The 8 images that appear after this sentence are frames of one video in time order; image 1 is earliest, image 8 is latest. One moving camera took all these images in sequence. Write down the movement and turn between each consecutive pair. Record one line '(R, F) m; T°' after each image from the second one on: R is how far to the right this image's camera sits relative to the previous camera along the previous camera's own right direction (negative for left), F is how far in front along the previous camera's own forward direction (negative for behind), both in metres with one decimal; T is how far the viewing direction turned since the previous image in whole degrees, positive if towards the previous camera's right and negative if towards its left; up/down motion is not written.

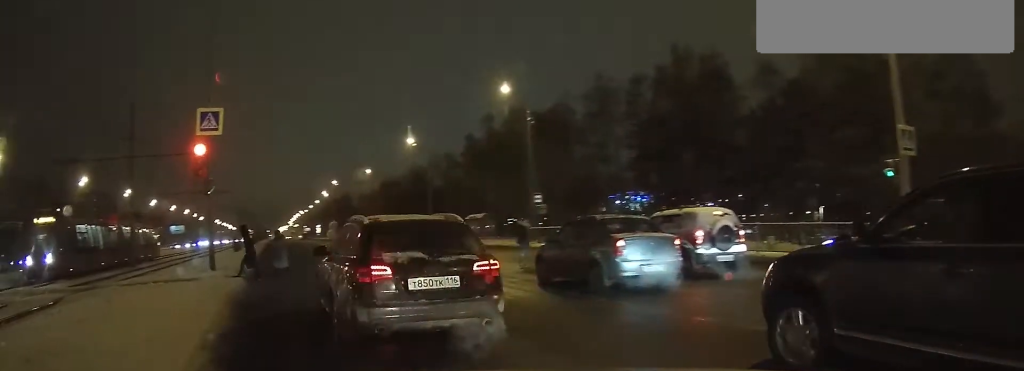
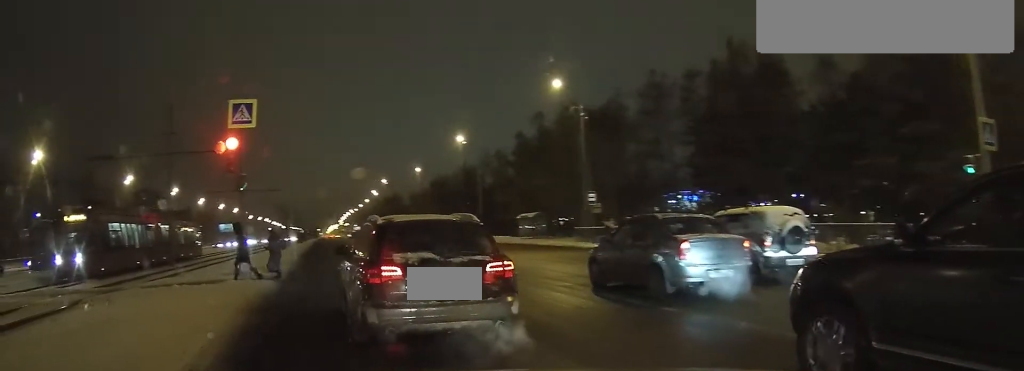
(-0.1, +1.6) m; -8°
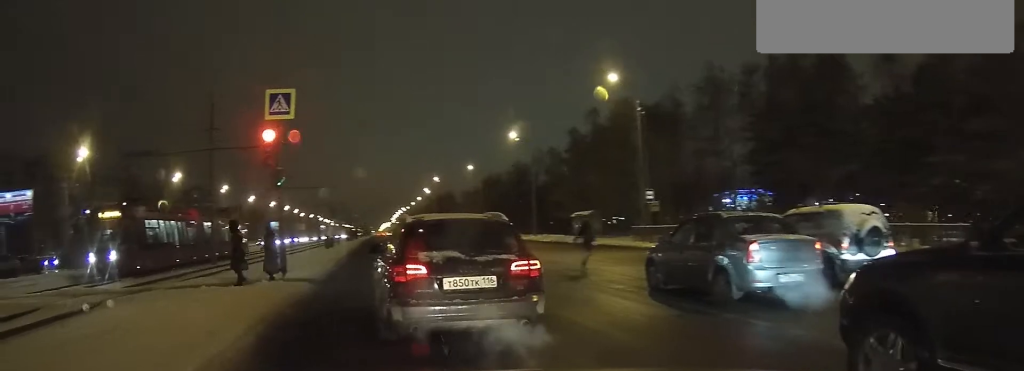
(-0.1, +1.4) m; -3°
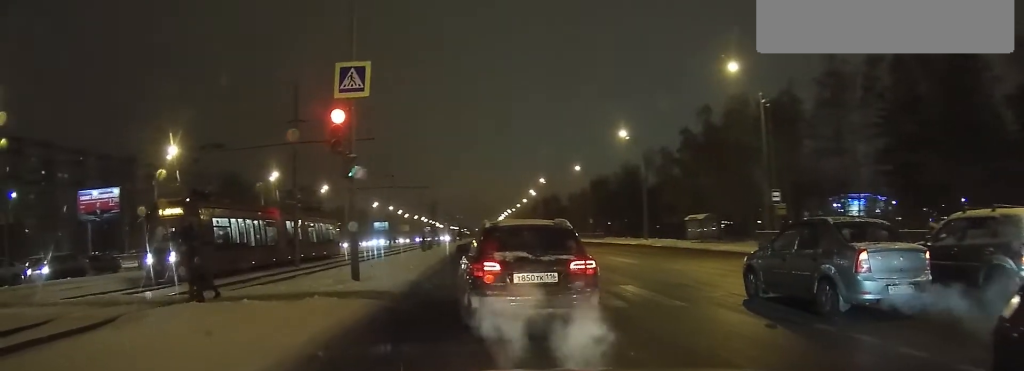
(+0.1, +3.2) m; -1°
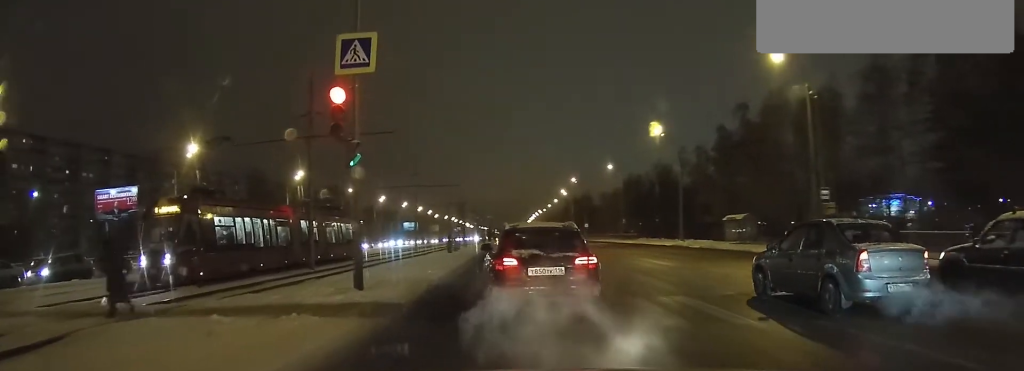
(-0.1, +1.6) m; -6°
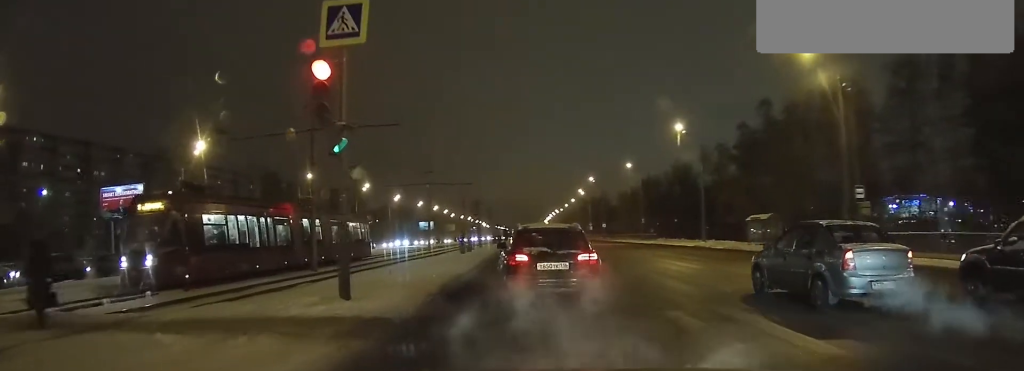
(-0.1, +1.2) m; -6°
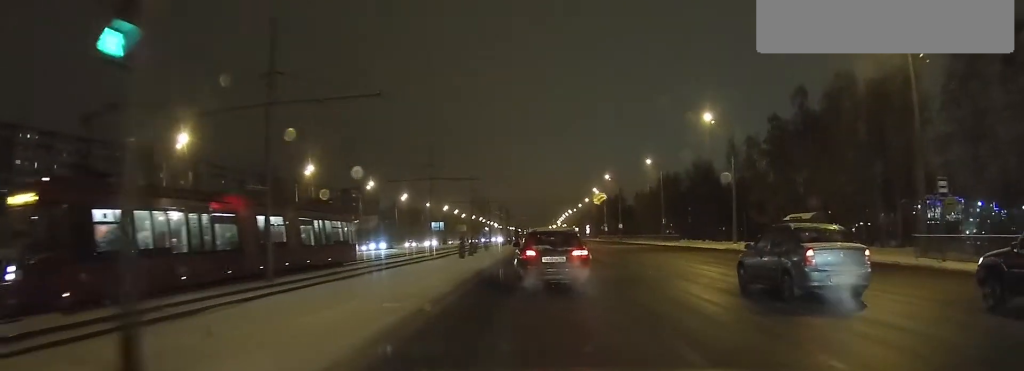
(-0.2, +3.6) m; -7°
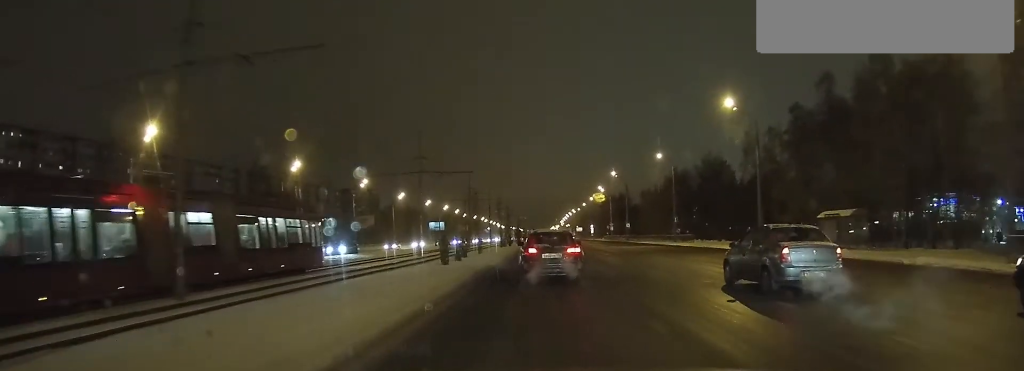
(-0.2, +3.4) m; -4°
